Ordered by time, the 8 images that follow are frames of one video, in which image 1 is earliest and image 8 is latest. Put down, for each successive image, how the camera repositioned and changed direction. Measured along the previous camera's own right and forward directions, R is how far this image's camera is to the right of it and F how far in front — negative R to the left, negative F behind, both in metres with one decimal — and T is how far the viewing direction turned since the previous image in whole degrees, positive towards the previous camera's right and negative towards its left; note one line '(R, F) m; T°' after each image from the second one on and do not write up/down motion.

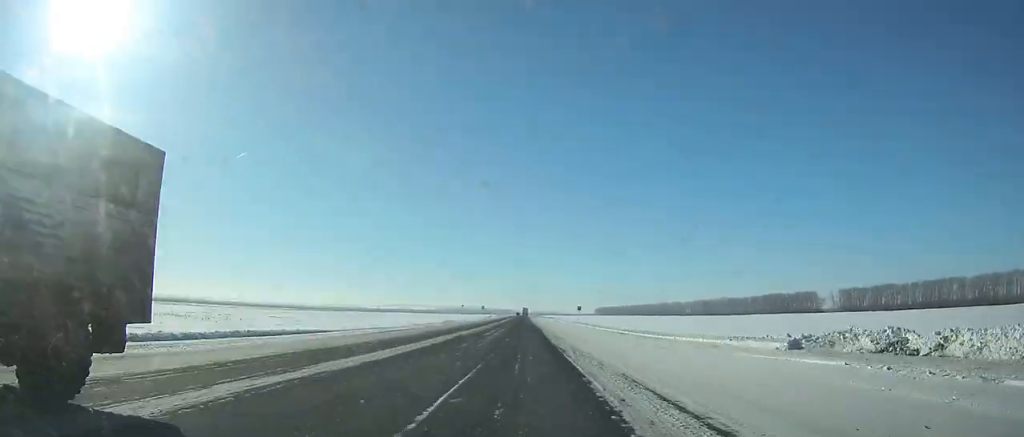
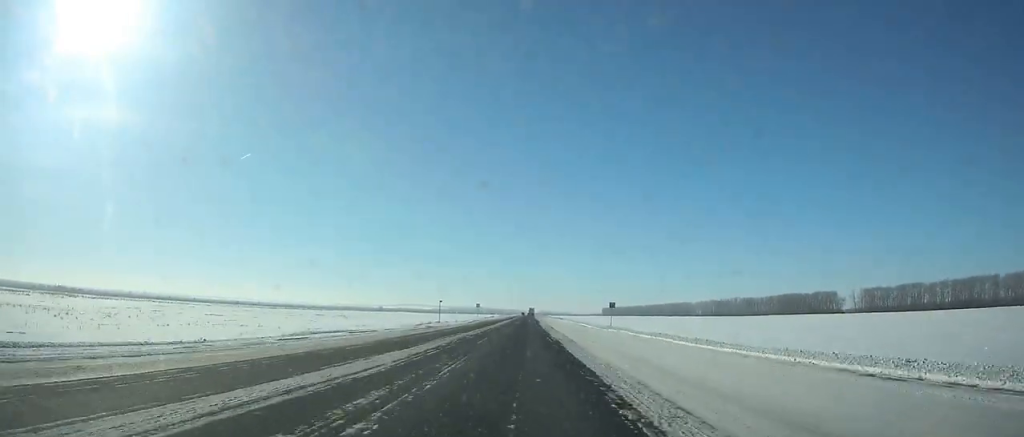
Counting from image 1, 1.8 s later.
(-0.1, +34.1) m; 0°
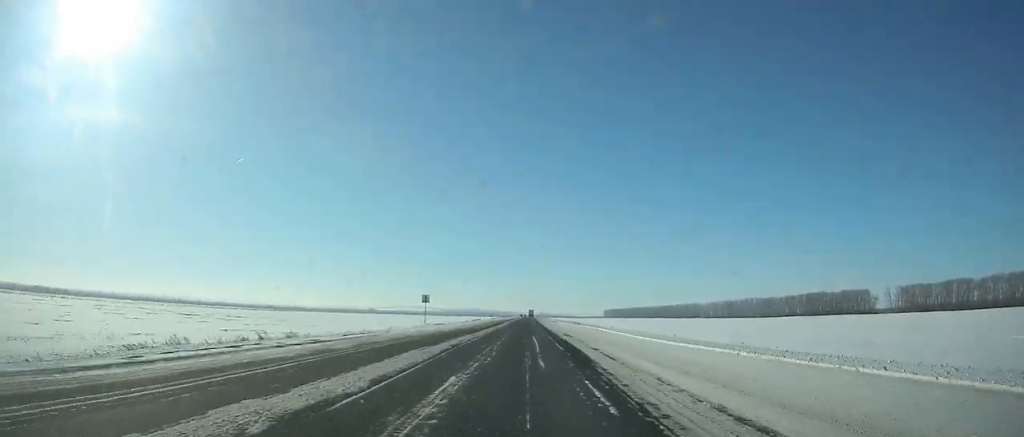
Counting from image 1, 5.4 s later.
(-0.2, +69.9) m; 0°
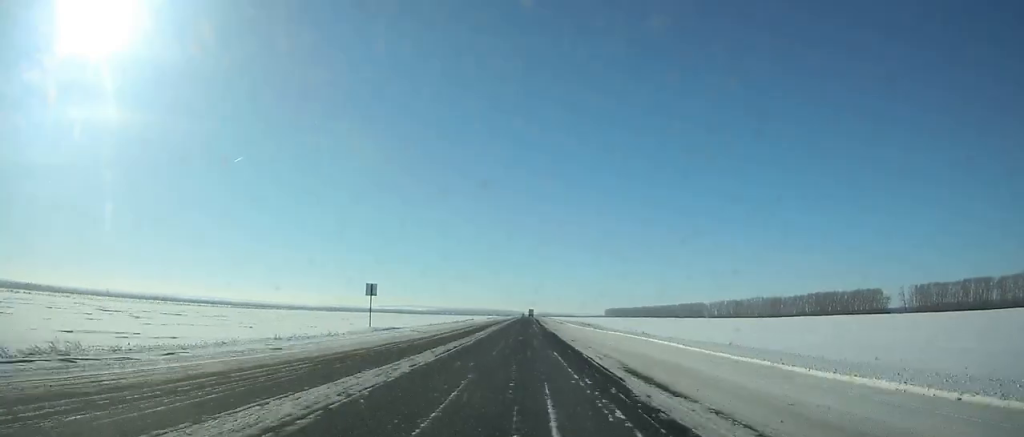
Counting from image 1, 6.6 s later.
(0.0, +23.6) m; 0°
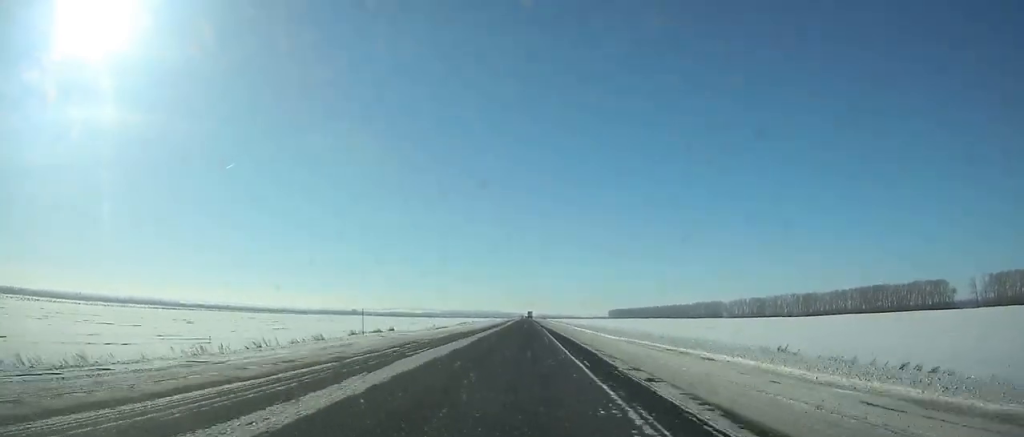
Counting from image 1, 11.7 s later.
(+0.2, +103.8) m; 0°
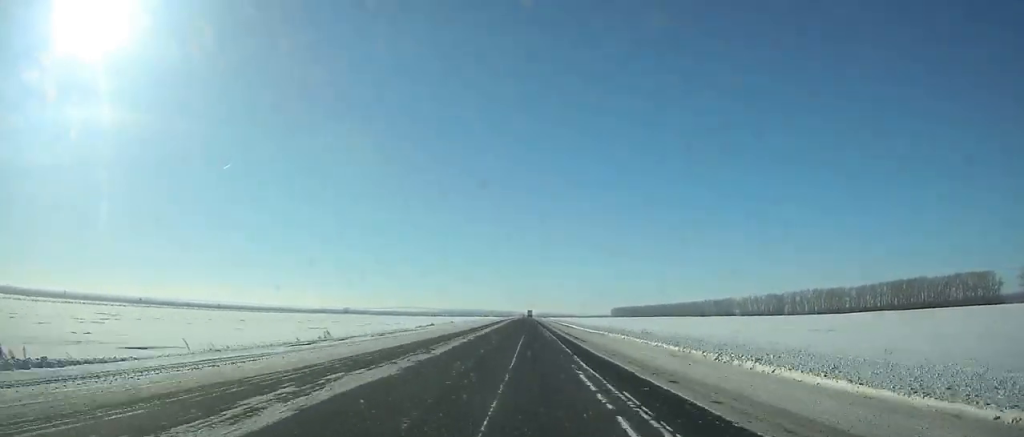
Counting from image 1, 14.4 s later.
(0.0, +57.1) m; 0°
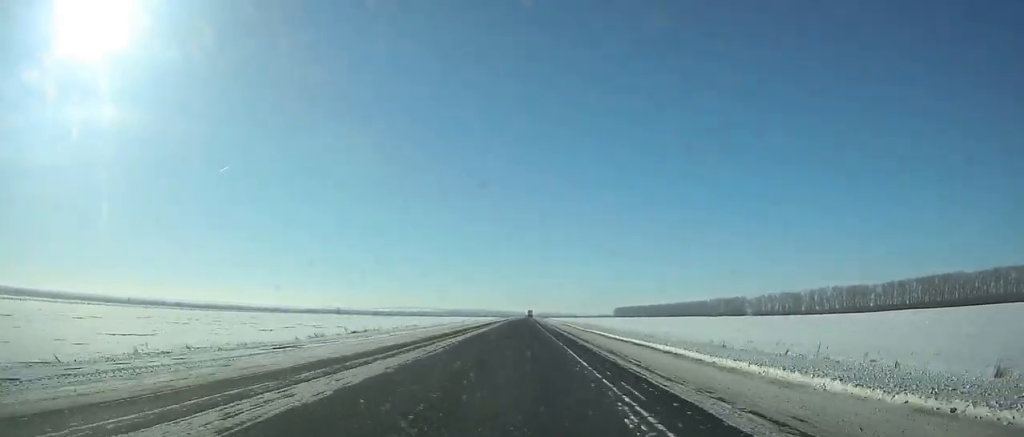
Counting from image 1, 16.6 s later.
(0.0, +47.7) m; 0°
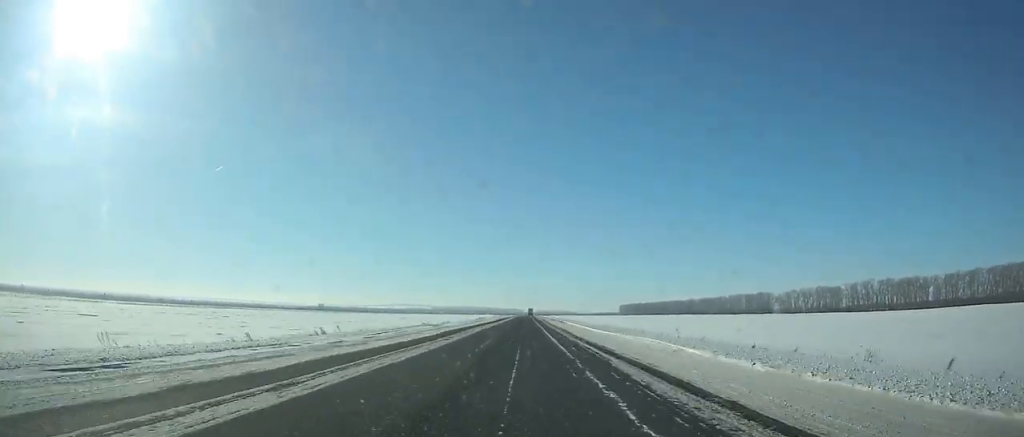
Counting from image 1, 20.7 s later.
(0.0, +92.2) m; 0°
